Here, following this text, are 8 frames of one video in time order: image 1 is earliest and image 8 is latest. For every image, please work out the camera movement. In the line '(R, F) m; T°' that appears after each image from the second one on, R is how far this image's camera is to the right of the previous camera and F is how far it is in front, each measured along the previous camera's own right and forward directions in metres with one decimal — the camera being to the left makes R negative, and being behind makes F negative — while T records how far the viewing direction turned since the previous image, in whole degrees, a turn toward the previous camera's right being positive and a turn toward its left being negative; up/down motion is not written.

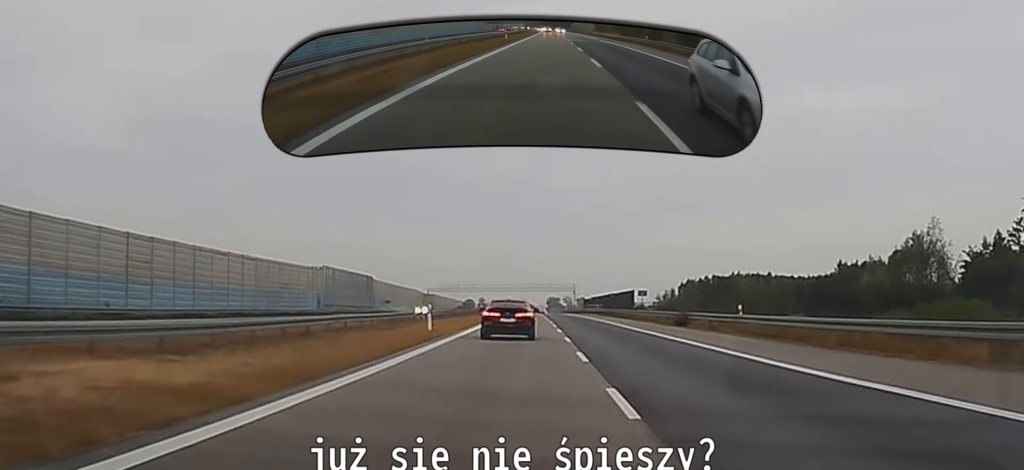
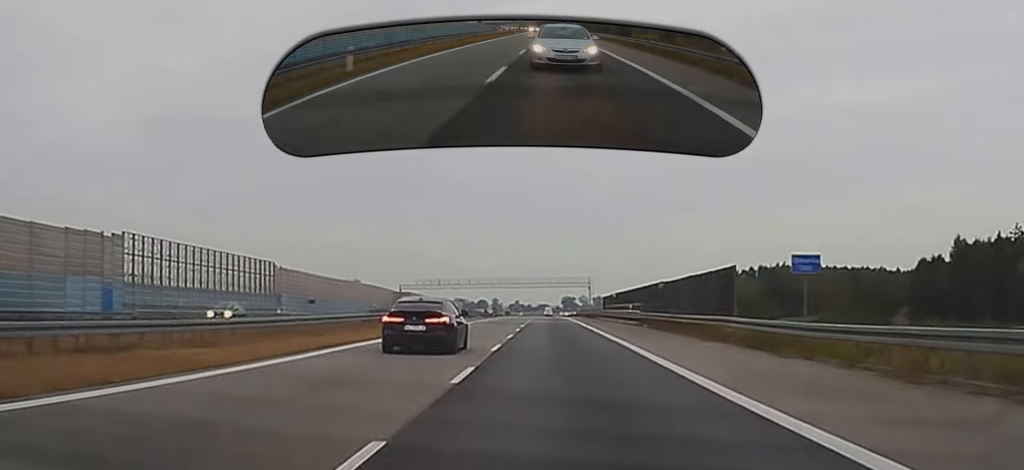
(+0.8, +66.2) m; 0°
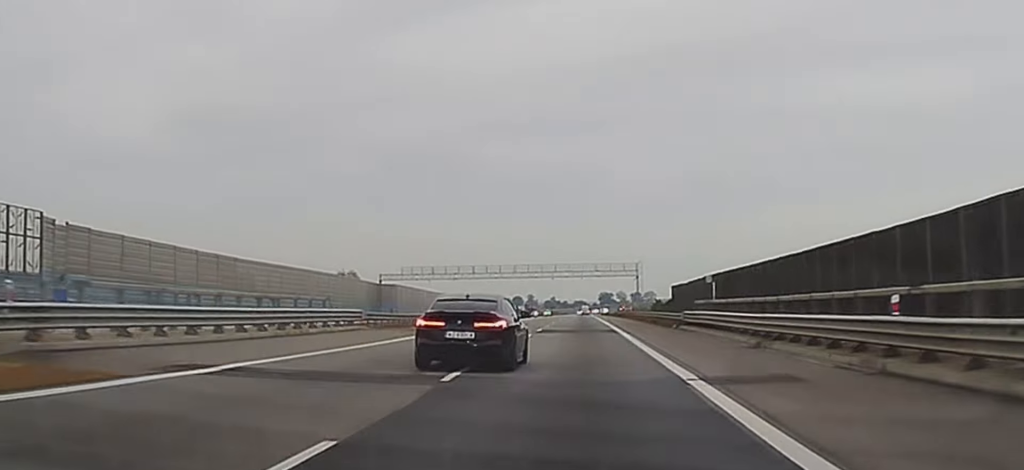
(-1.0, +60.8) m; -2°
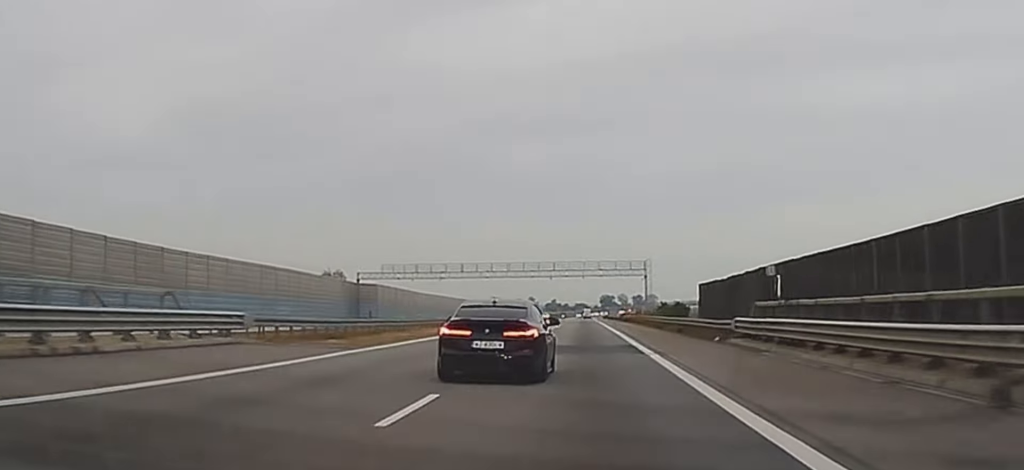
(-0.1, +17.9) m; 0°
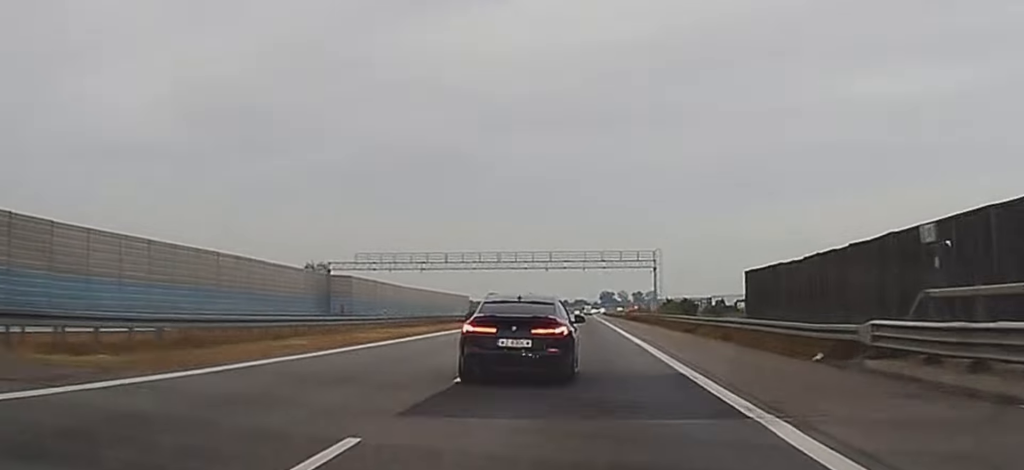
(0.0, +17.8) m; 0°
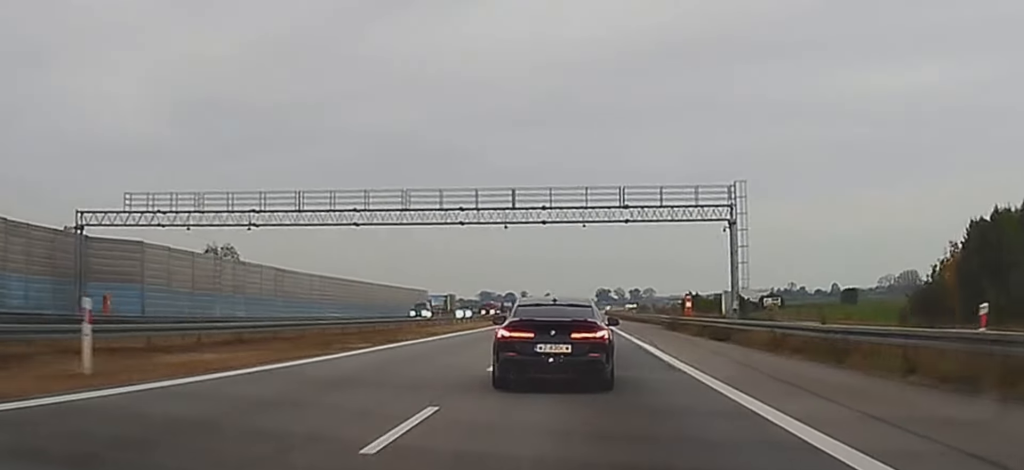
(+0.5, +69.1) m; 0°
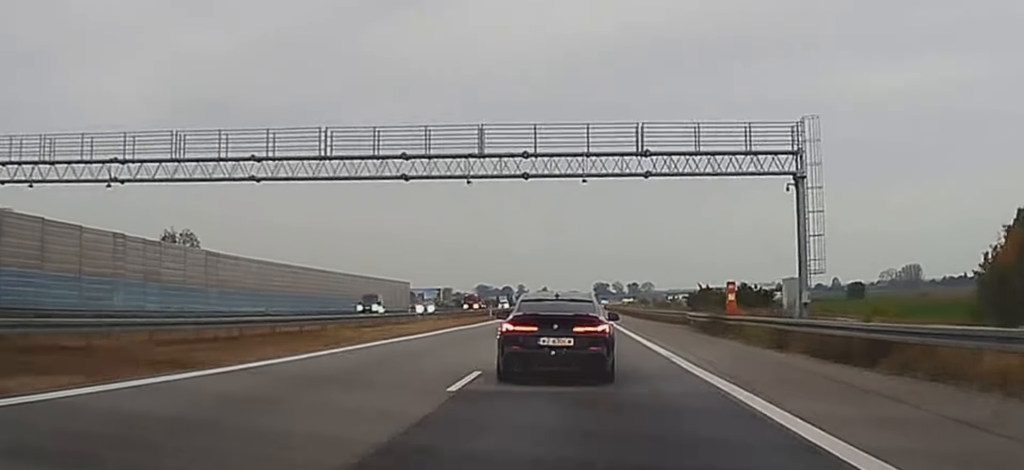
(-0.2, +19.3) m; 0°
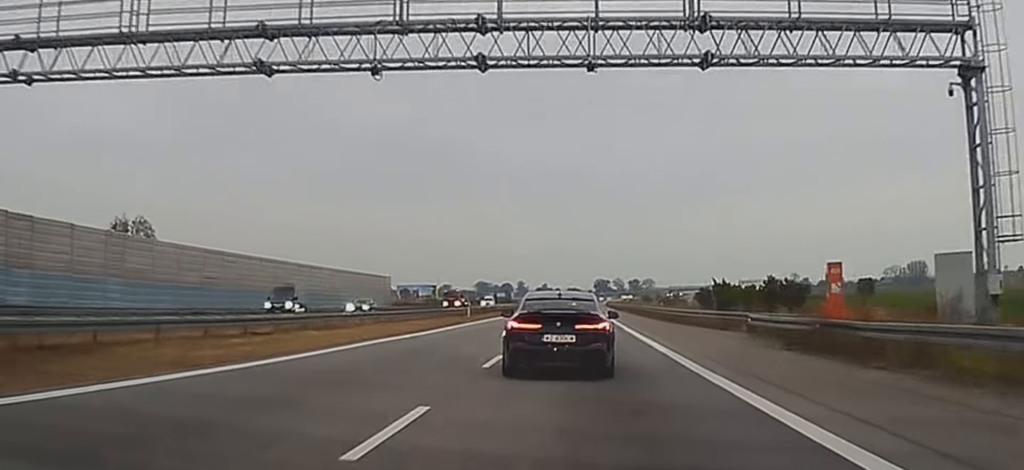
(-0.1, +19.3) m; 0°
